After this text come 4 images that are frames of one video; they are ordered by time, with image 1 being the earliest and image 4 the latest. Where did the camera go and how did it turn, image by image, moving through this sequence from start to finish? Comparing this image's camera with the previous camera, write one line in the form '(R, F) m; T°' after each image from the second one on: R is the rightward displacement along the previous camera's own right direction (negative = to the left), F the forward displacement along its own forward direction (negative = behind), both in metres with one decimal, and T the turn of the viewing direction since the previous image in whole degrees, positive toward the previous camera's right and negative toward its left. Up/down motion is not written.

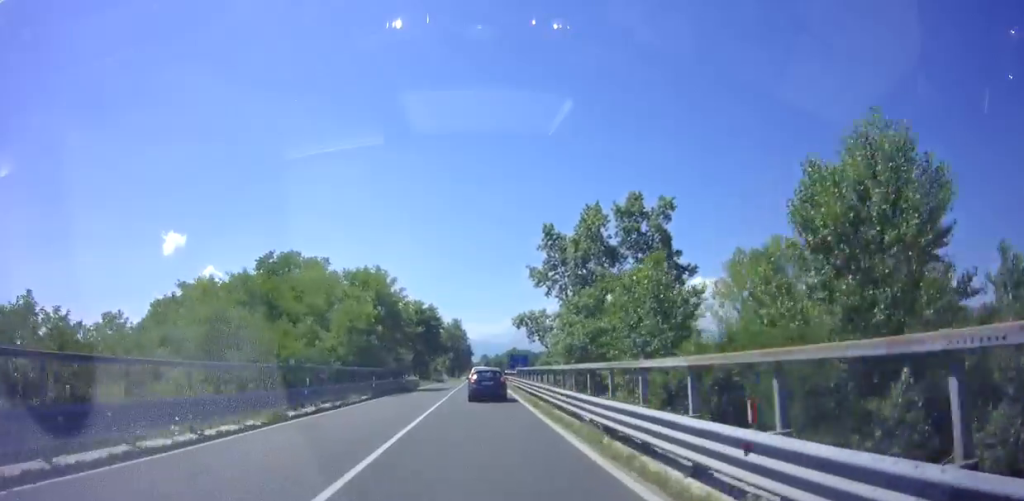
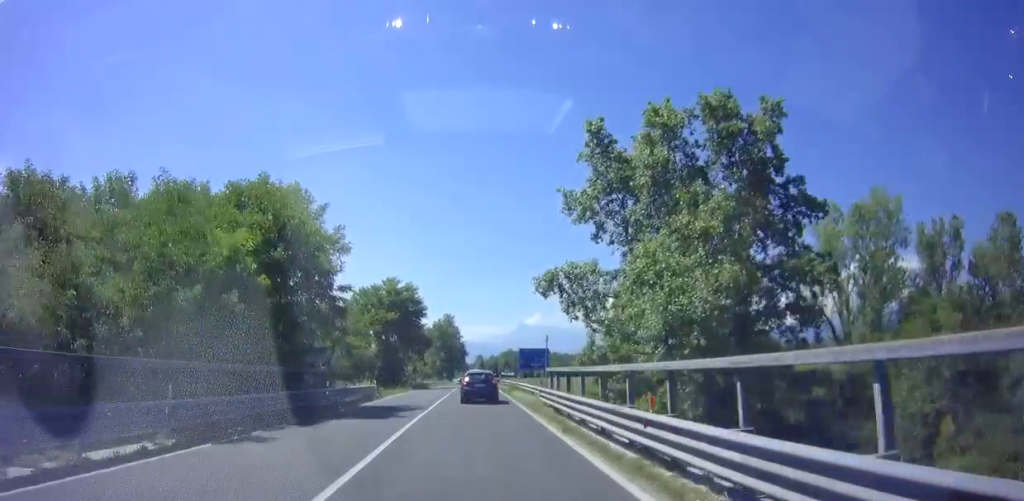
(+0.4, +19.2) m; +1°
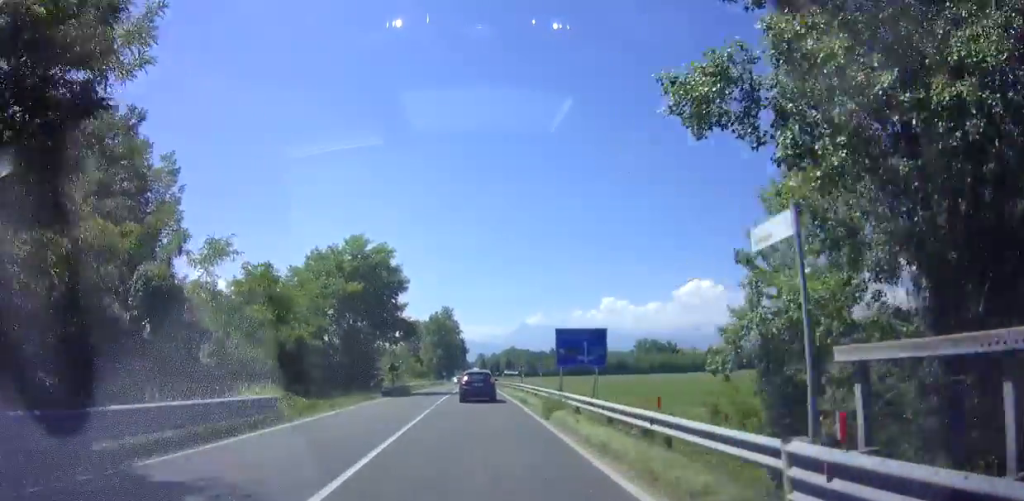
(-0.2, +17.2) m; 0°
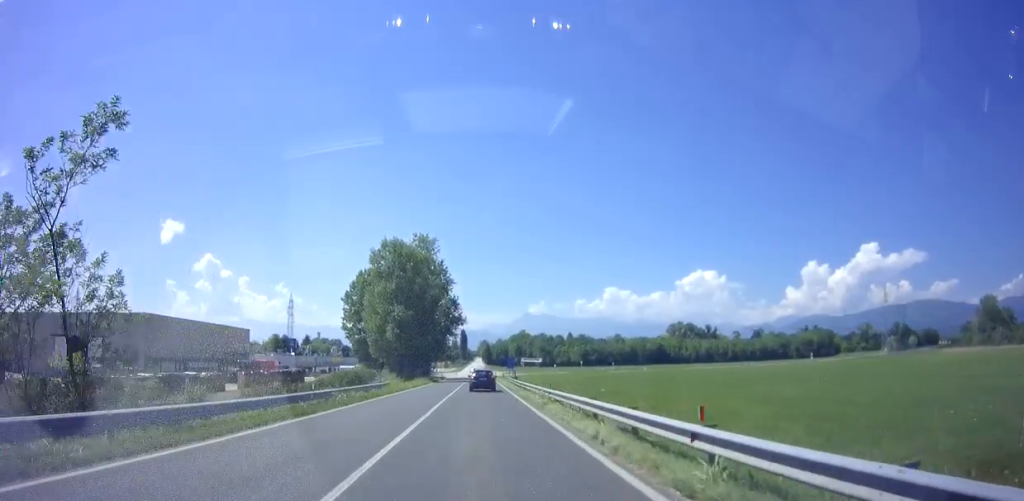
(-0.5, +73.6) m; 0°
